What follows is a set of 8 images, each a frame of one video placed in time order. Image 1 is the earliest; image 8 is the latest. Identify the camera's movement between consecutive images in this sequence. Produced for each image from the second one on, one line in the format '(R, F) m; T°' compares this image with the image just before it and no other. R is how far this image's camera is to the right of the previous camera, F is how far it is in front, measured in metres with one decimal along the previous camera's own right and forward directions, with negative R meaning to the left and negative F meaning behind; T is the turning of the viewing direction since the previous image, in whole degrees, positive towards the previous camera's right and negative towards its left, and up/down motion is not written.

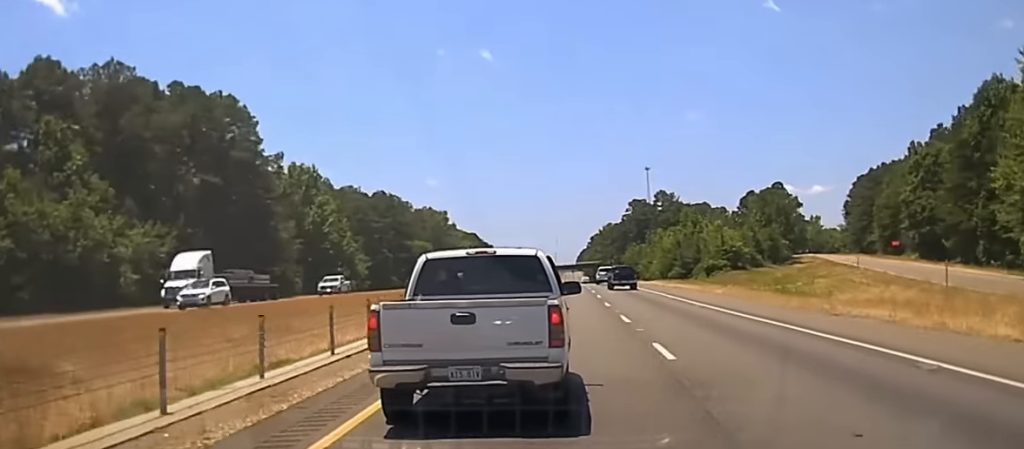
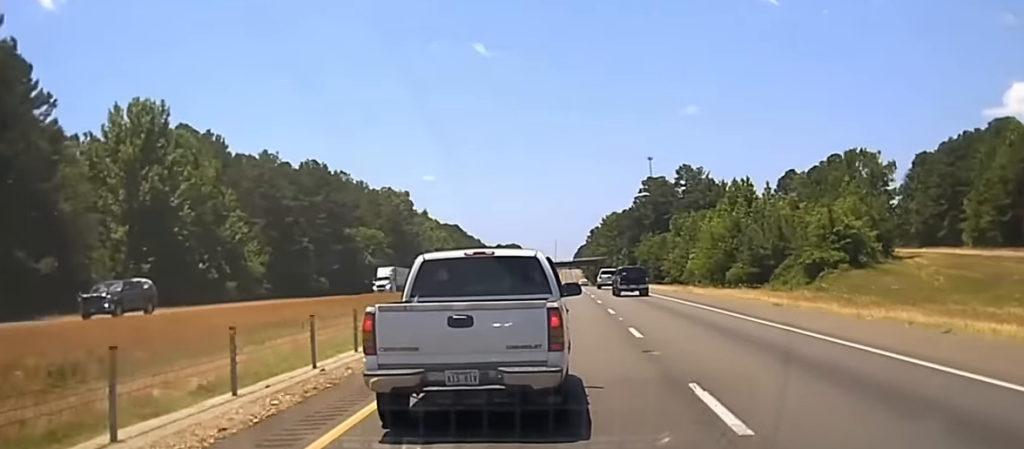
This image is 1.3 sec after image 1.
(0.0, +54.4) m; 0°
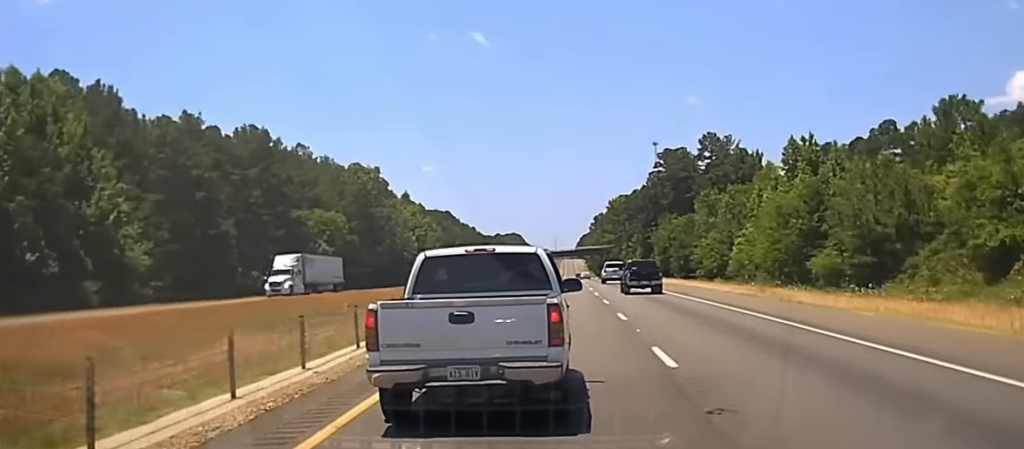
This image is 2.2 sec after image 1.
(0.0, +34.4) m; 0°
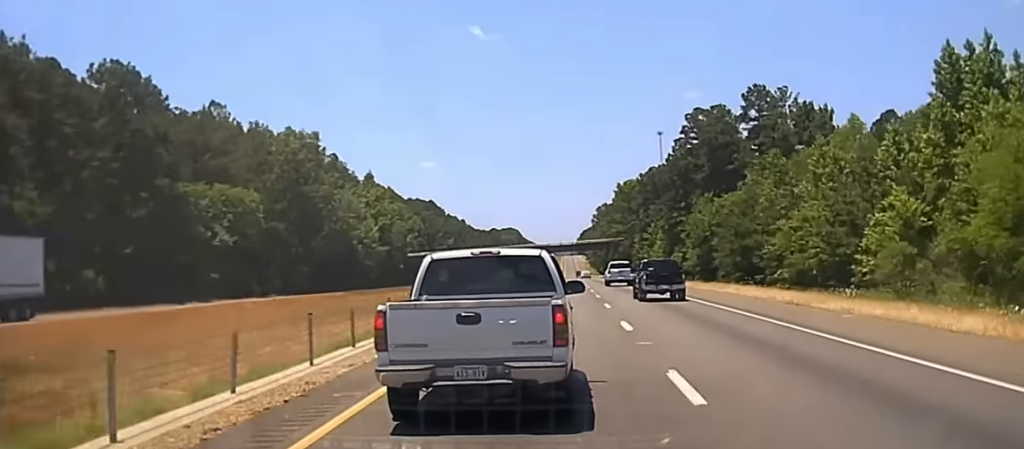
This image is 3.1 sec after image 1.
(+0.1, +37.2) m; 0°
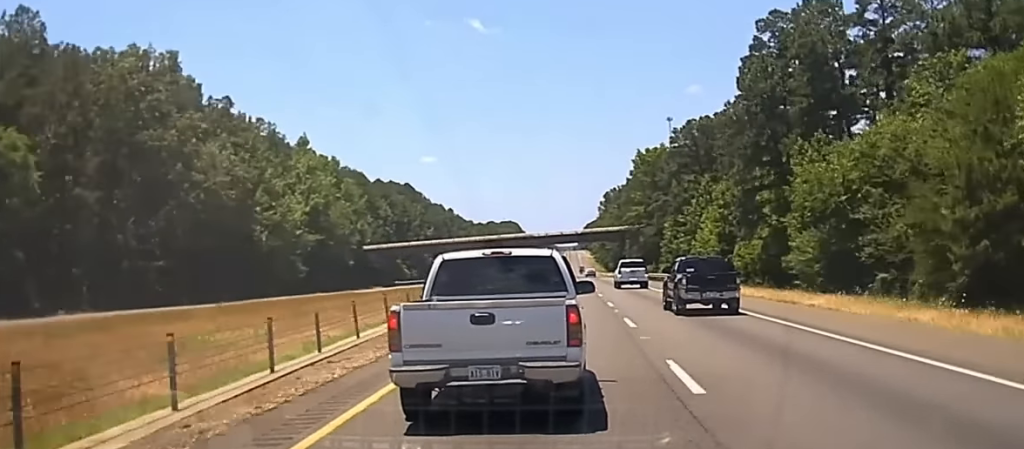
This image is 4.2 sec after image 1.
(-0.1, +47.6) m; 0°
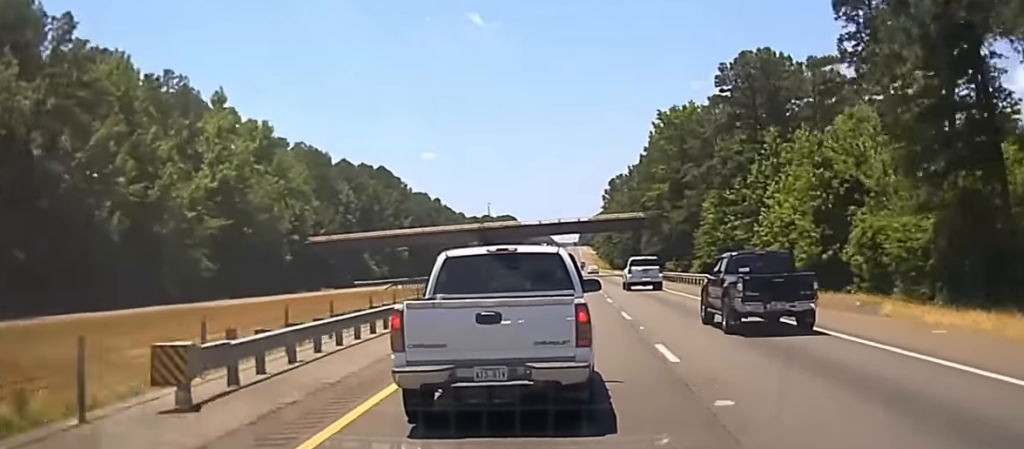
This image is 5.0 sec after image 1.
(-0.1, +32.6) m; 0°
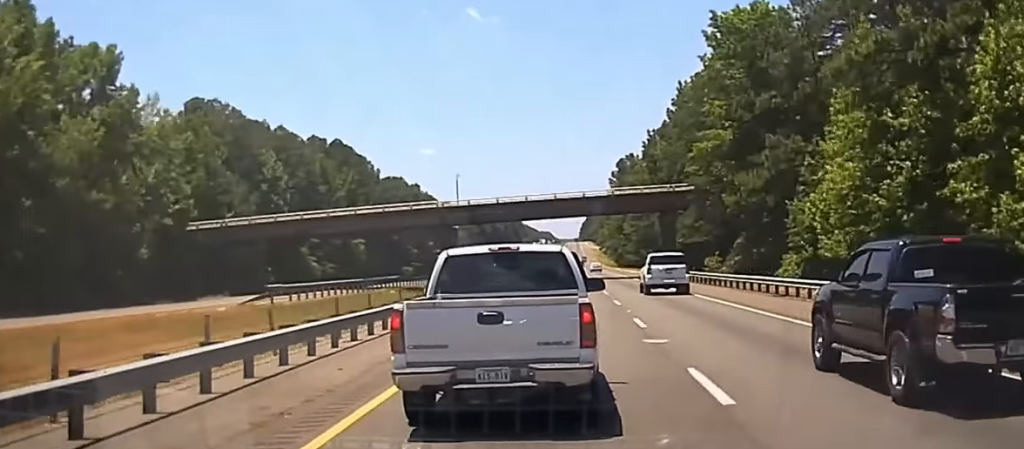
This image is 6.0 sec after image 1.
(0.0, +42.5) m; 0°
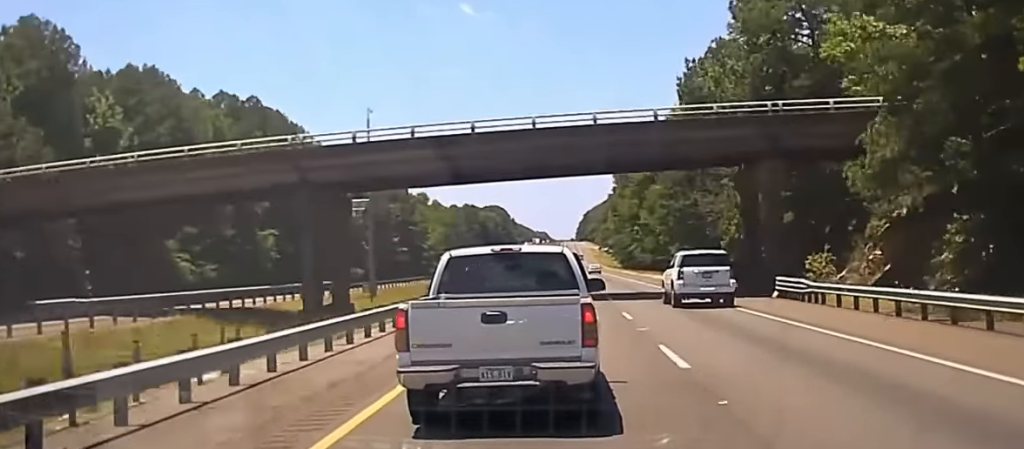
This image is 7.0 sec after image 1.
(0.0, +43.2) m; 0°
